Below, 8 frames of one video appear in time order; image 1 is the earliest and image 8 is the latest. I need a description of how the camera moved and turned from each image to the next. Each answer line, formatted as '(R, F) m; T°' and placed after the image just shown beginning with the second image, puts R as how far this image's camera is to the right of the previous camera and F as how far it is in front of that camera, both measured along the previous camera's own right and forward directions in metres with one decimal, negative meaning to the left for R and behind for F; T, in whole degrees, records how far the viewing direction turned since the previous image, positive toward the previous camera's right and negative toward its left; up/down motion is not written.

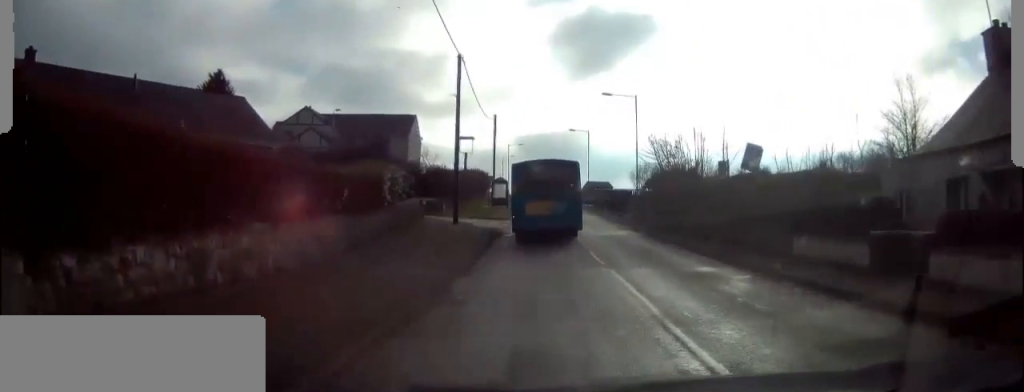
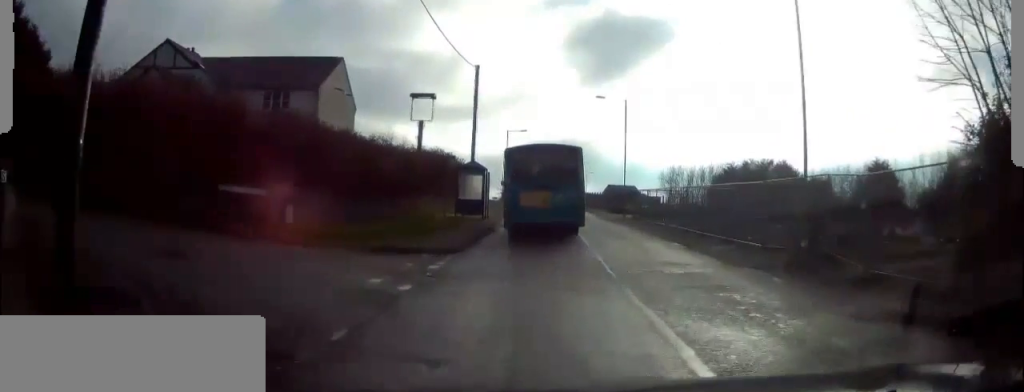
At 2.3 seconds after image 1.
(-0.1, +28.5) m; -2°
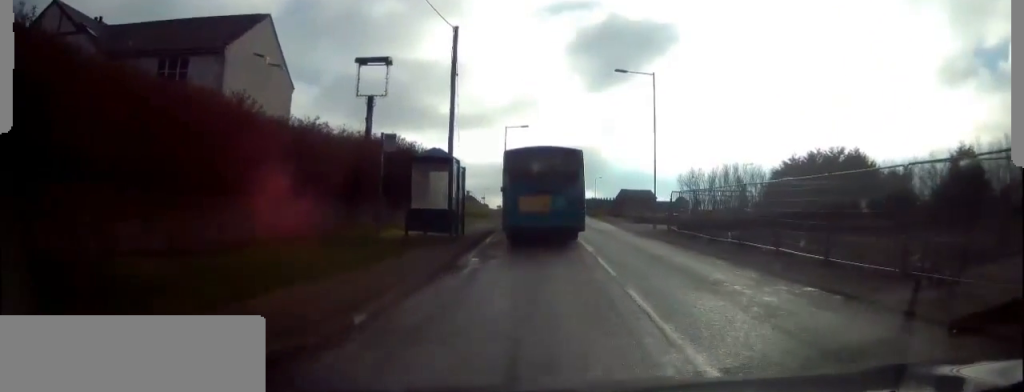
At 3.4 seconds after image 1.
(0.0, +13.2) m; -2°
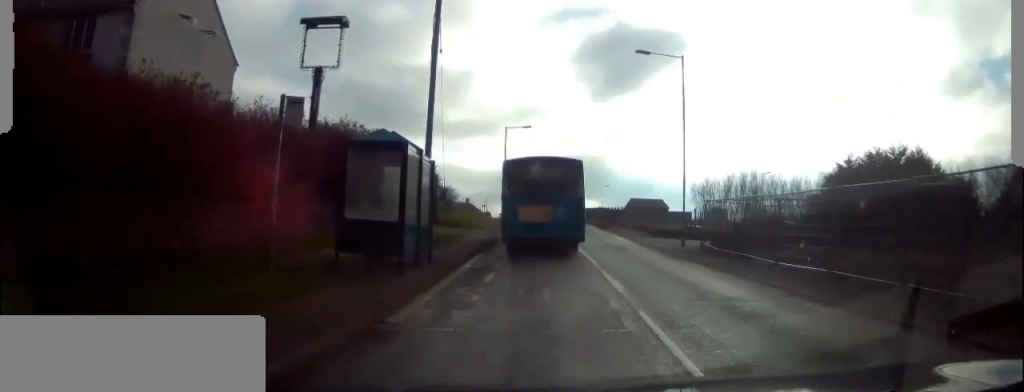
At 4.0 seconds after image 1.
(-0.2, +7.6) m; -1°
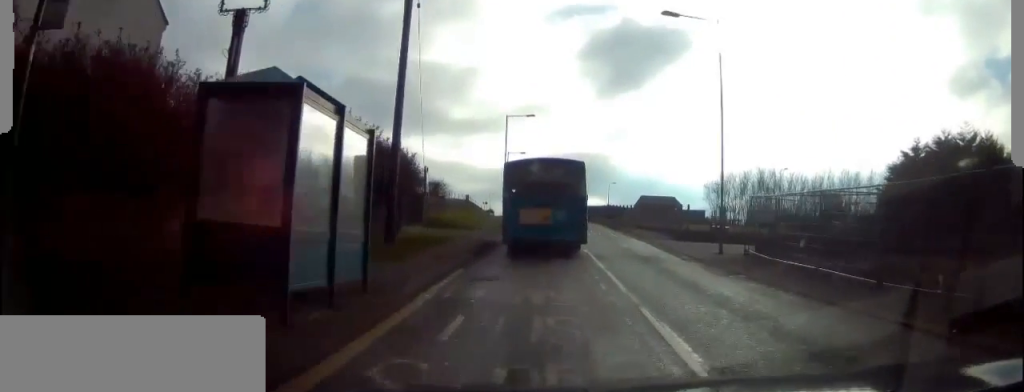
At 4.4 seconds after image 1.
(0.0, +6.0) m; 0°
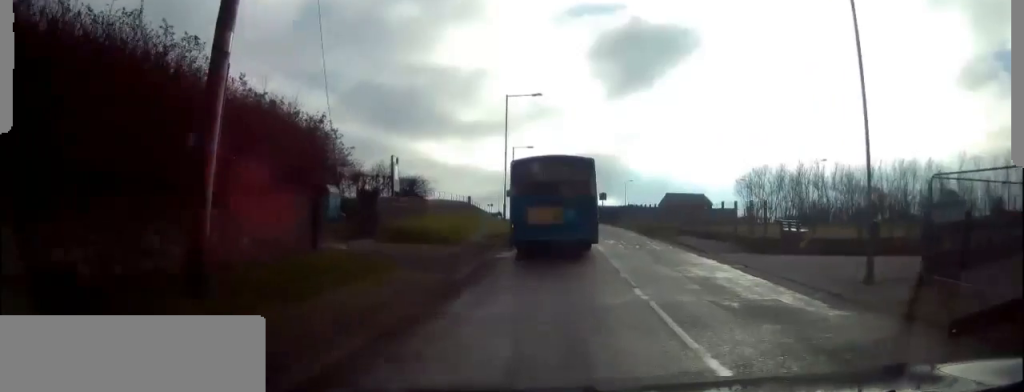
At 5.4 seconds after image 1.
(+0.1, +11.6) m; +2°
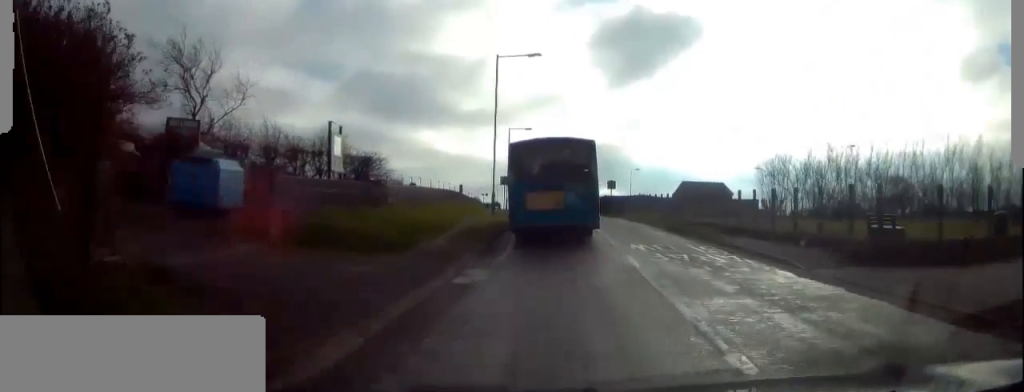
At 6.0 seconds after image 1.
(+0.2, +8.6) m; +2°
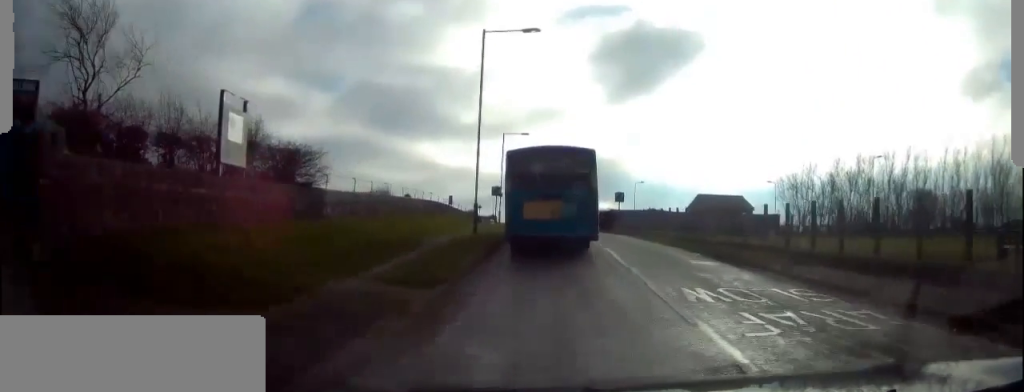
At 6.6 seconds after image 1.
(0.0, +7.3) m; -1°
